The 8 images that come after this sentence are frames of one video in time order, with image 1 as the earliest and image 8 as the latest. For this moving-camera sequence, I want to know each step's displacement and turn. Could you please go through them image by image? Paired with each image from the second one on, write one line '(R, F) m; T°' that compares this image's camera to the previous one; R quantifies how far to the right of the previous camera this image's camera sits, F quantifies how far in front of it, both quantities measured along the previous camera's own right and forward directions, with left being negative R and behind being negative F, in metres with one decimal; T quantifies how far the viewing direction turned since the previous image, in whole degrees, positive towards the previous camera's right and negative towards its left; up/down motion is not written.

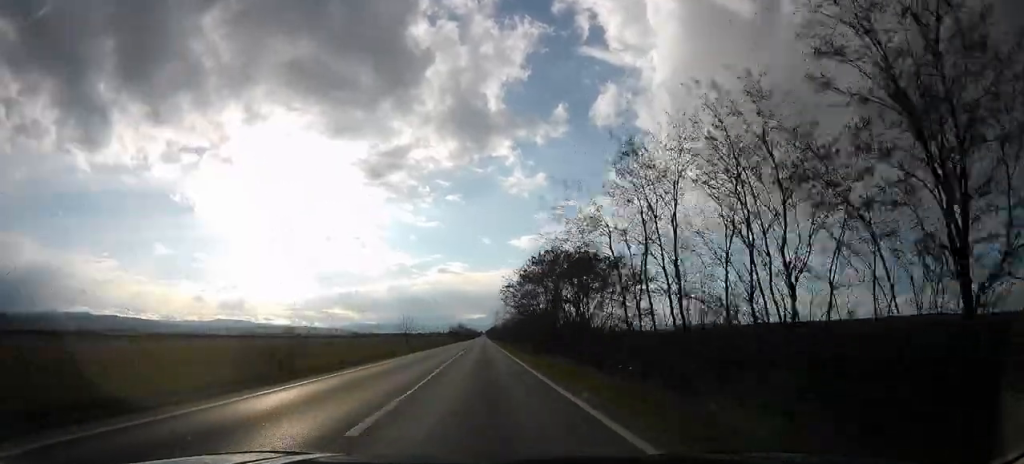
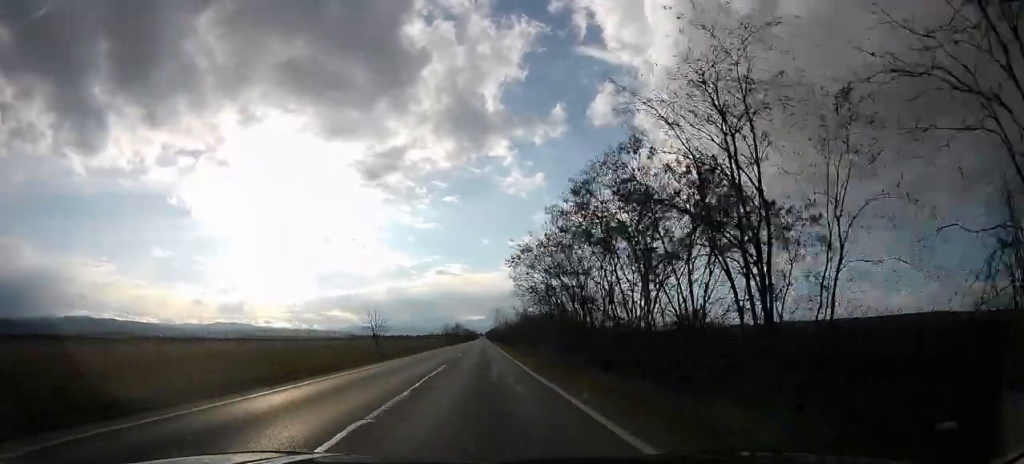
(-0.2, +21.6) m; -1°
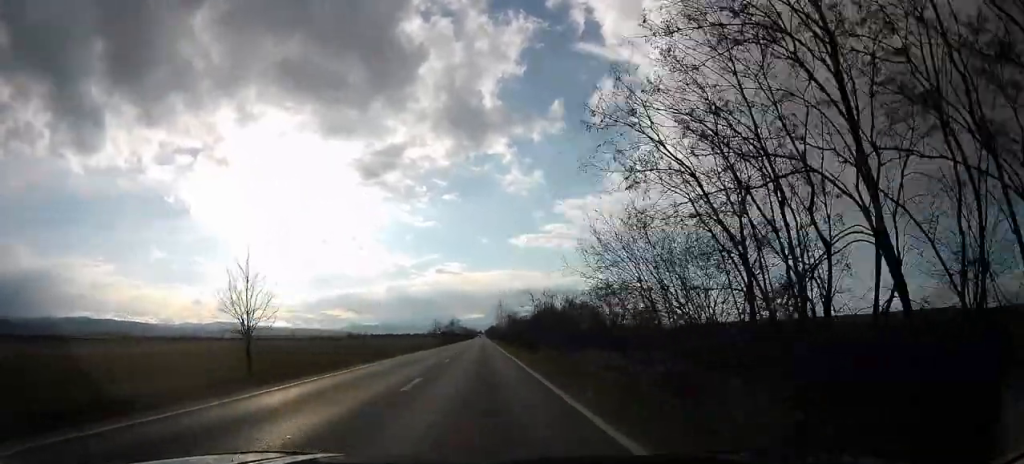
(-0.4, +30.9) m; -1°
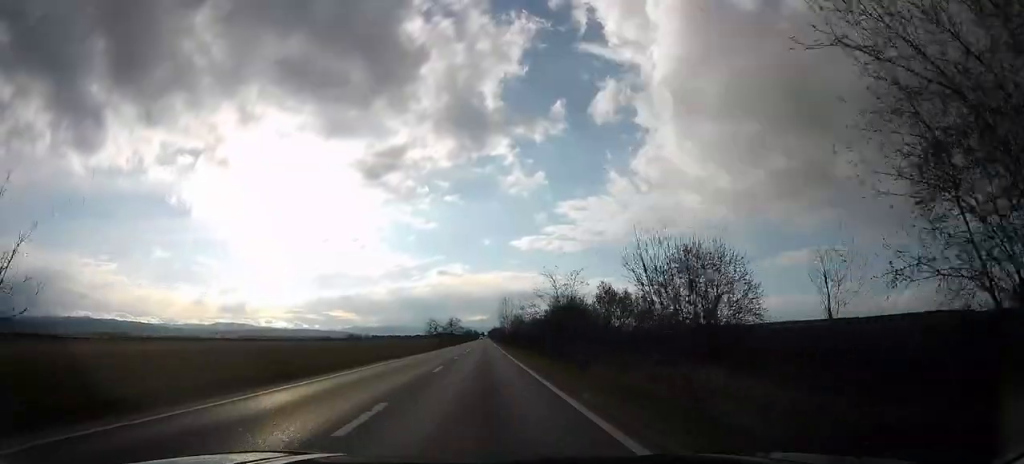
(-0.1, +16.8) m; 0°
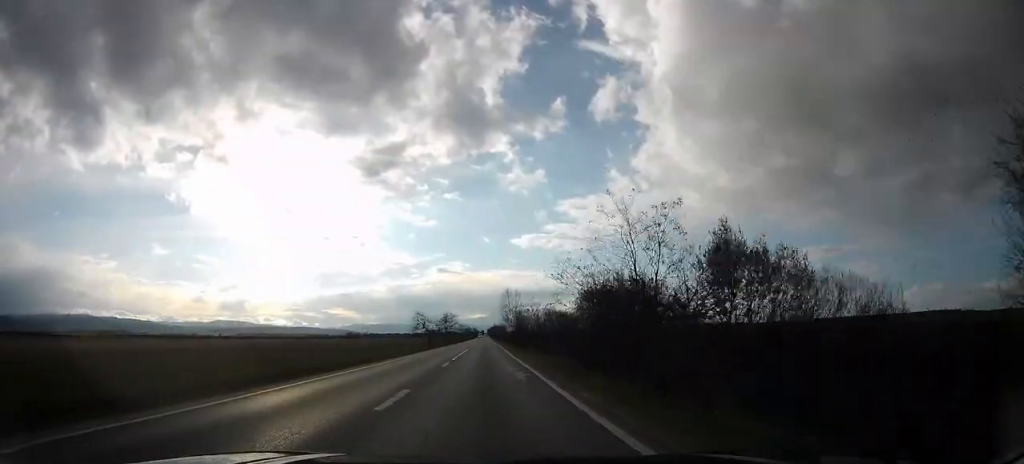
(0.0, +21.5) m; 0°
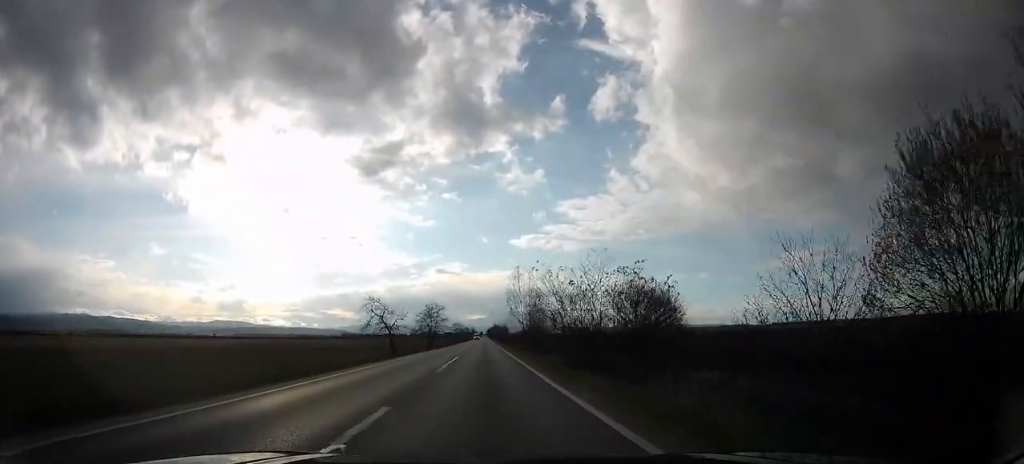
(+0.1, +38.5) m; 0°
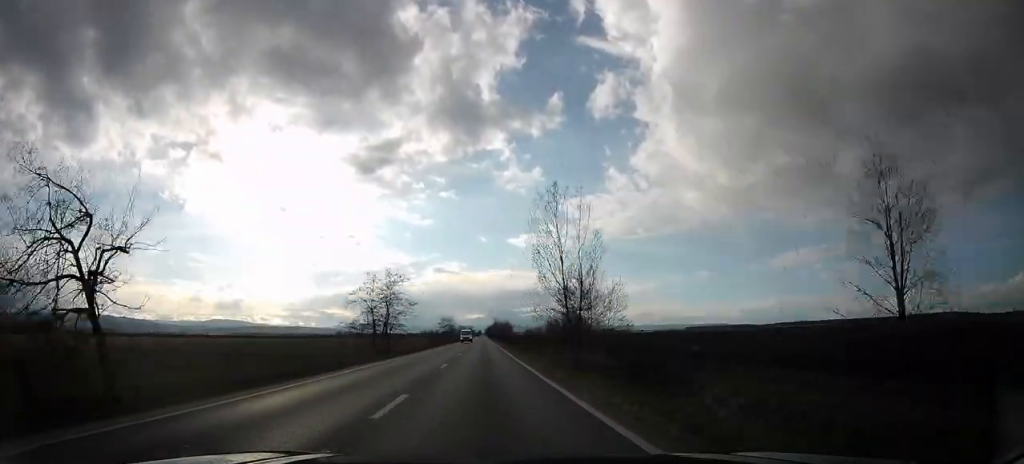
(+0.8, +44.8) m; +3°
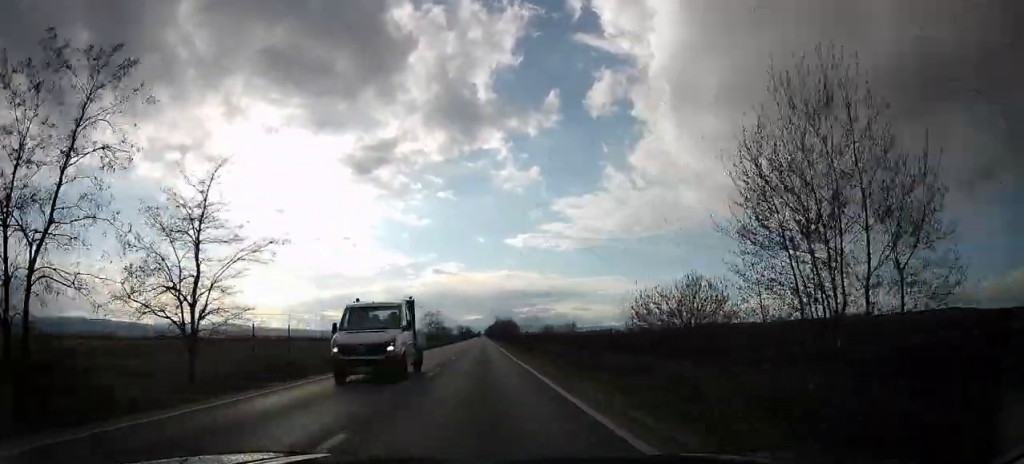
(+0.5, +39.1) m; -1°
